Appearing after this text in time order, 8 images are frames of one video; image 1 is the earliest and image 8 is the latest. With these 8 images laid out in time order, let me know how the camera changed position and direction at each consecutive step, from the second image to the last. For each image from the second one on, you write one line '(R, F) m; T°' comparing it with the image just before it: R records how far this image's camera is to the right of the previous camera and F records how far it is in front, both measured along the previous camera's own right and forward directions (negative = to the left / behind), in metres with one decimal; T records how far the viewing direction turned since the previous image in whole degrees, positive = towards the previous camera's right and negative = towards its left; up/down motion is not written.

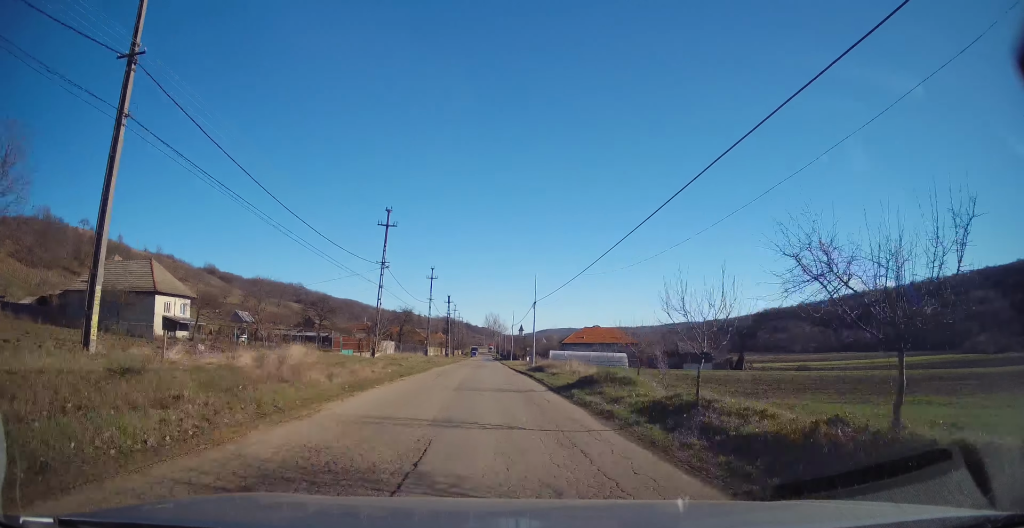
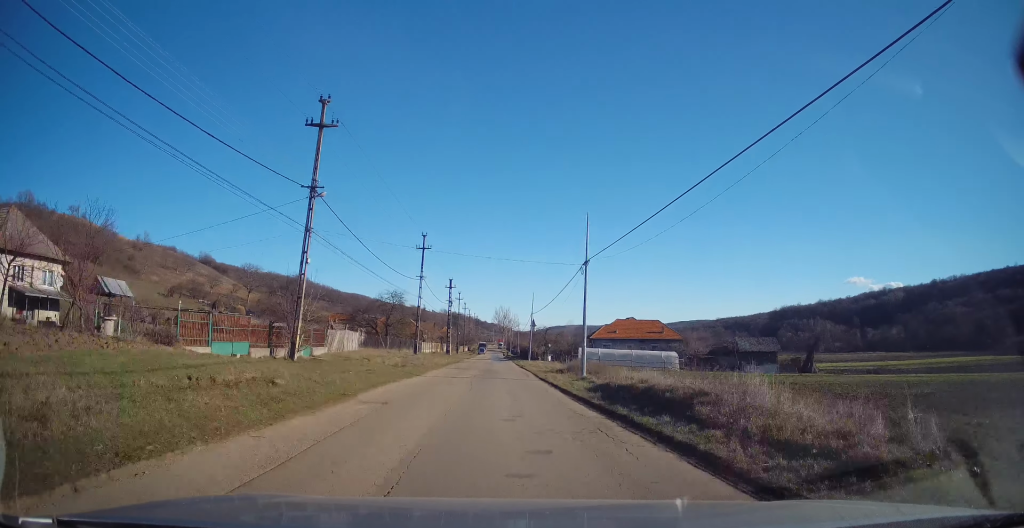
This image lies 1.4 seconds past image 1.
(-0.6, +19.4) m; -2°
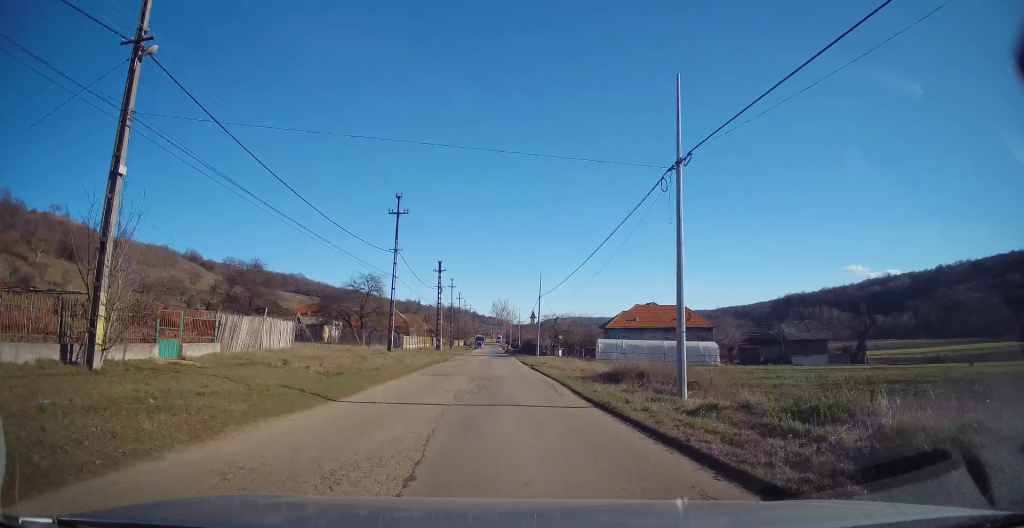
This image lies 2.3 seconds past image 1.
(0.0, +13.3) m; +2°
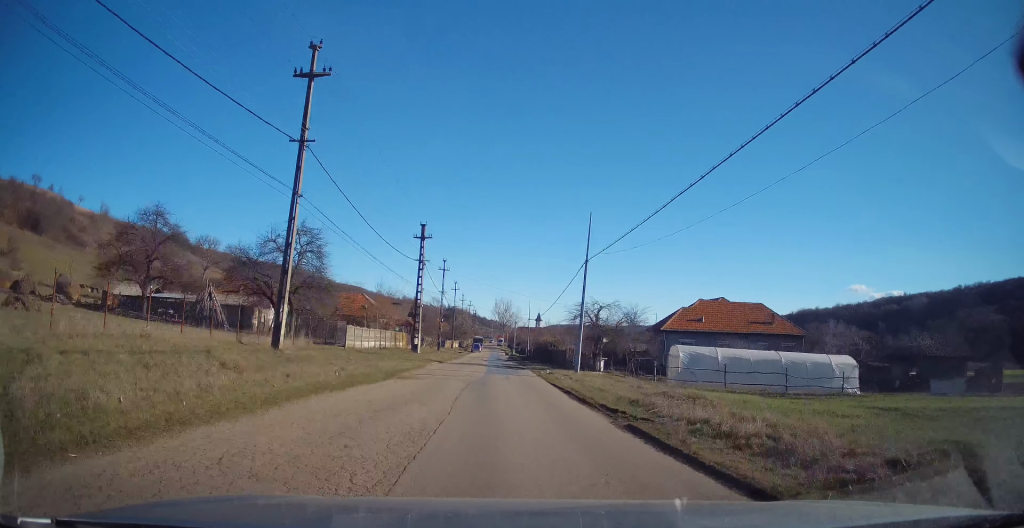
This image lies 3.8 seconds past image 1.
(+0.3, +22.8) m; -1°
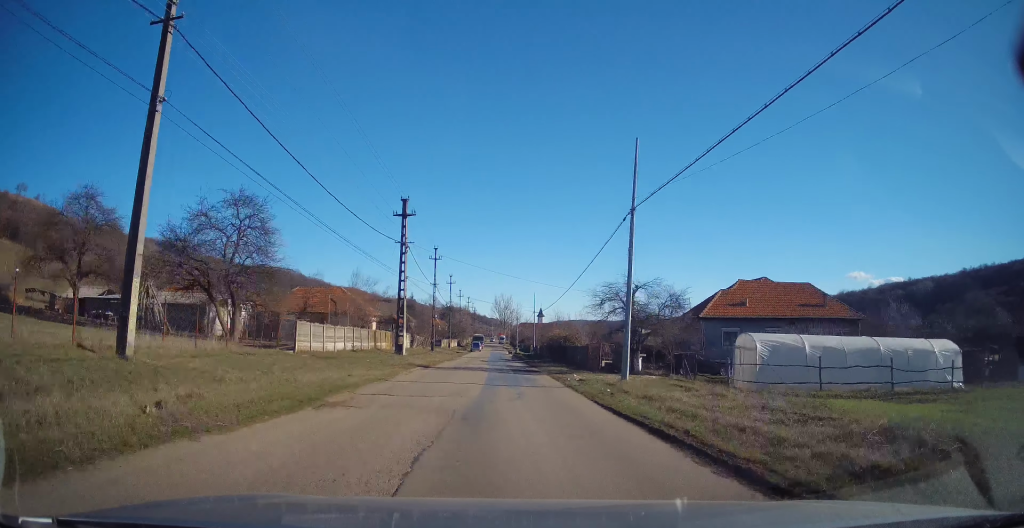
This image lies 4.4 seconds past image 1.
(-0.2, +9.1) m; -1°
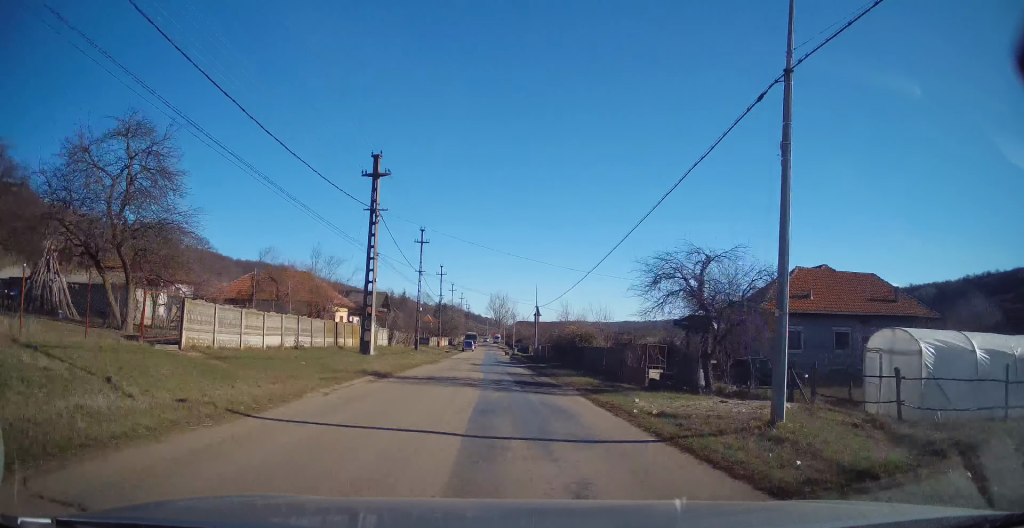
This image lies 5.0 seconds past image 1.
(0.0, +9.3) m; +1°
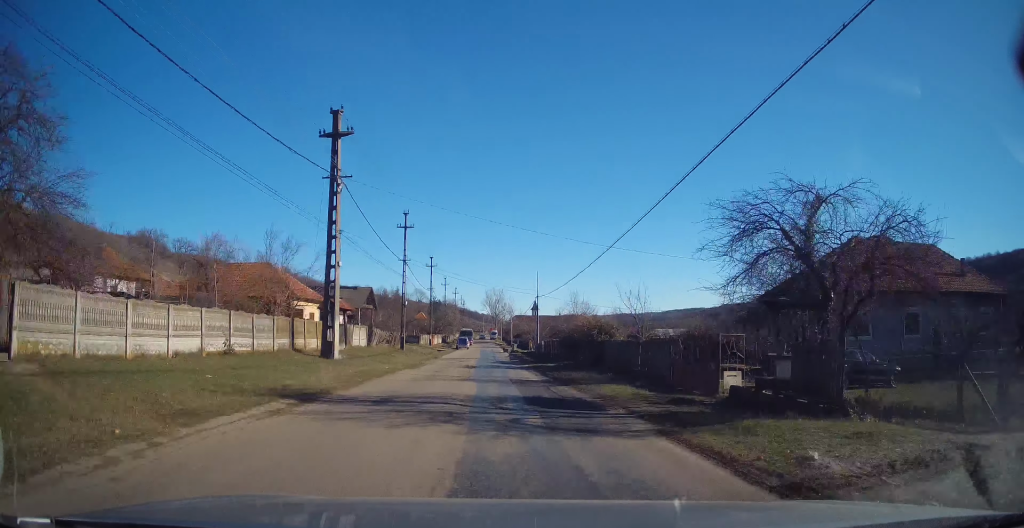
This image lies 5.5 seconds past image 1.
(-0.1, +6.8) m; +1°
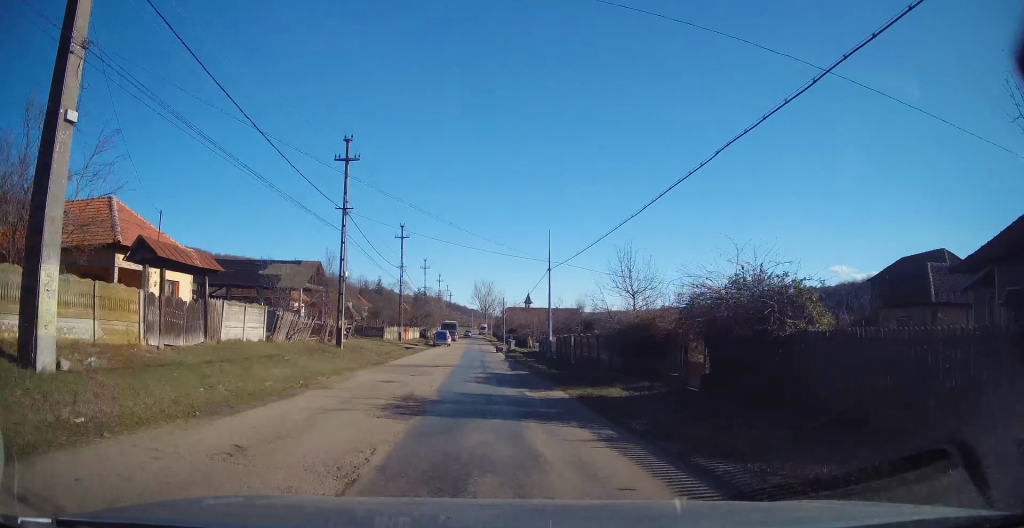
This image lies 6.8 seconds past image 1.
(+0.6, +17.4) m; +1°
